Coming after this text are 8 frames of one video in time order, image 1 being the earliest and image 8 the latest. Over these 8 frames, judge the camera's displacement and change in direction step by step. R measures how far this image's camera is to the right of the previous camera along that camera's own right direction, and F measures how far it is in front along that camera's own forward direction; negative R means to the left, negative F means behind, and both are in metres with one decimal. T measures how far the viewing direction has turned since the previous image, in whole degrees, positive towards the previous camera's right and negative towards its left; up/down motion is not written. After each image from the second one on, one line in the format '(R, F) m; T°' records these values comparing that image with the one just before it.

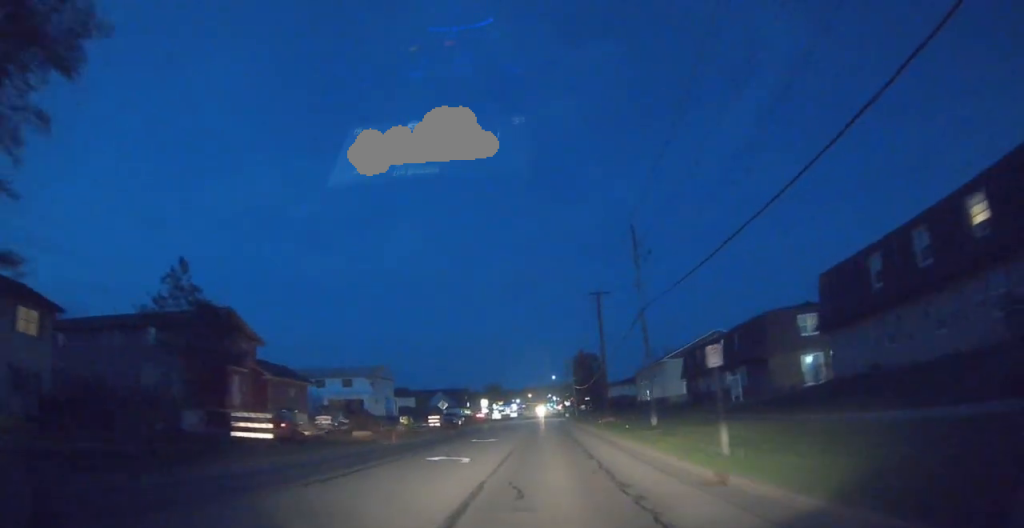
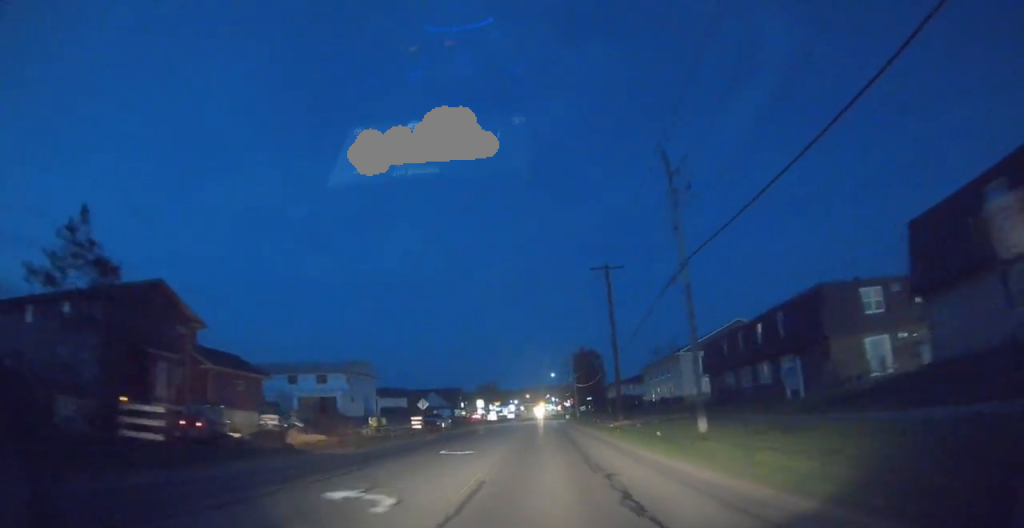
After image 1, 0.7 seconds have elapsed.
(0.0, +8.9) m; 0°
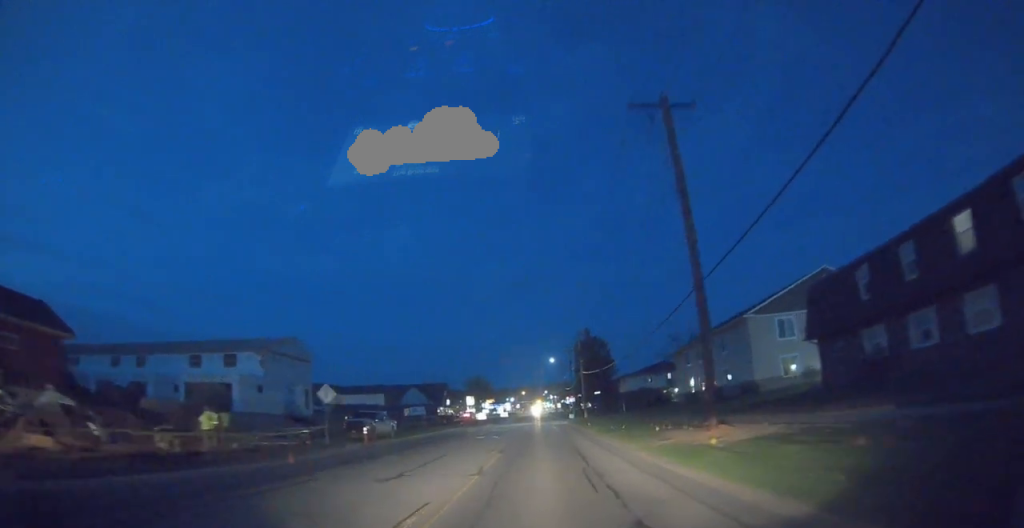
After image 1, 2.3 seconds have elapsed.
(0.0, +21.6) m; +1°
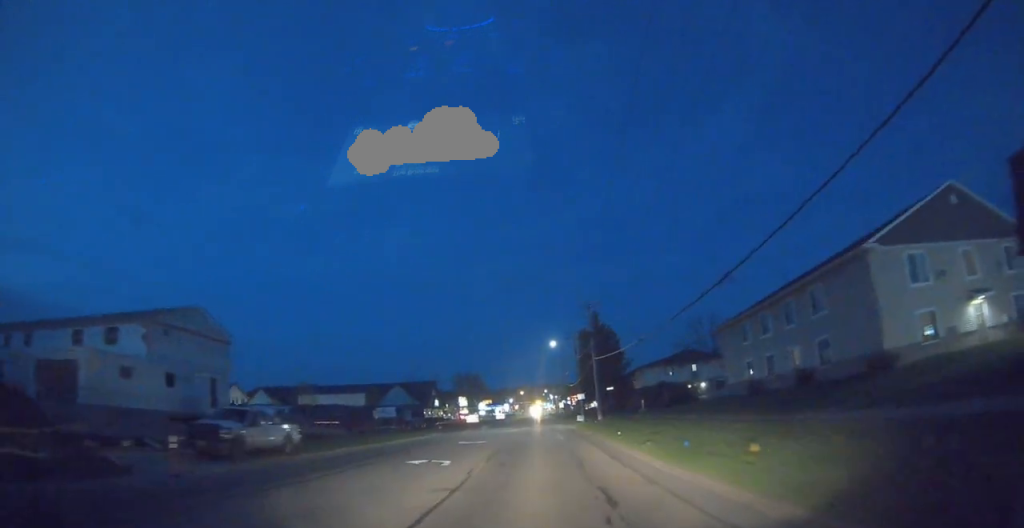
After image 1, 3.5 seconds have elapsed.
(+0.4, +16.4) m; +1°
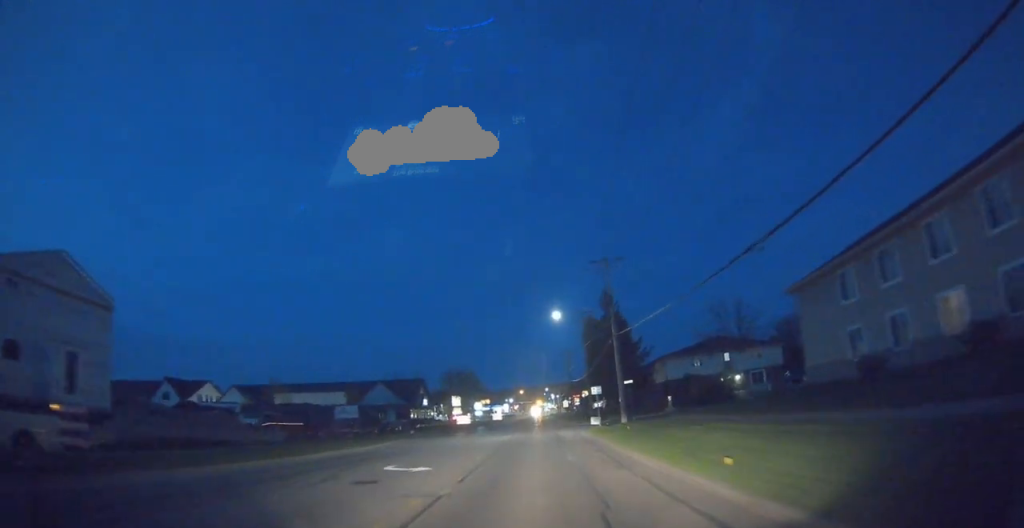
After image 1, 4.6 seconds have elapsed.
(-0.3, +14.2) m; 0°
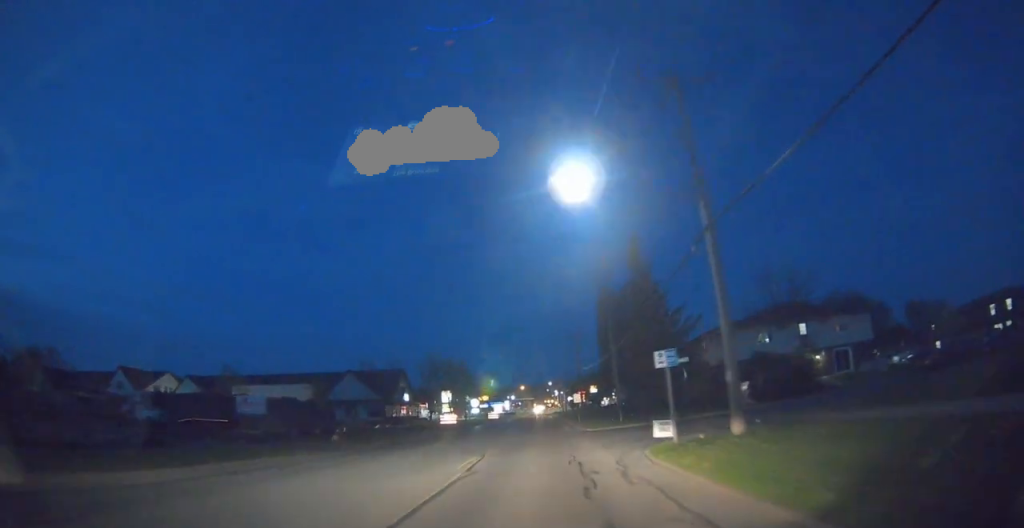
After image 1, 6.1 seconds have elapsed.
(+0.2, +19.9) m; -1°
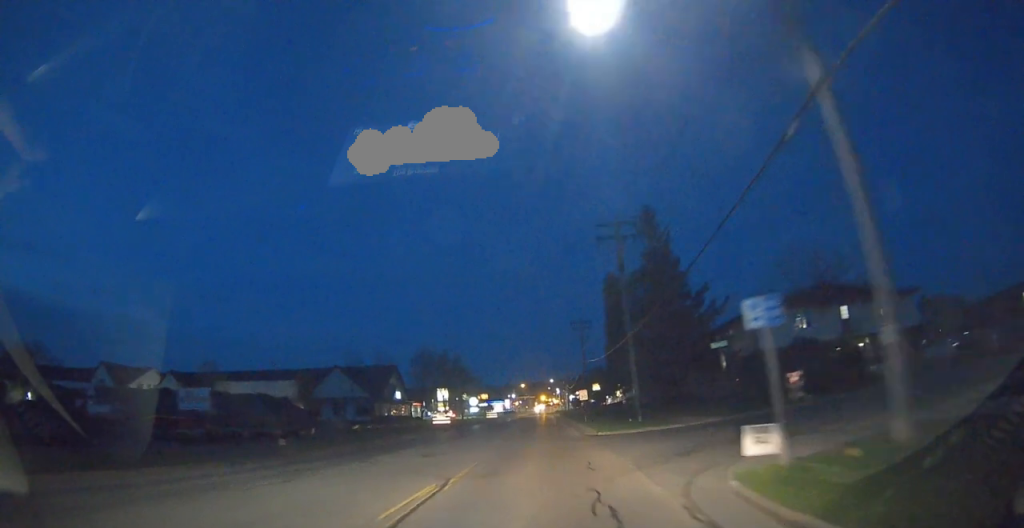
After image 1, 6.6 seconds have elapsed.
(-0.1, +7.1) m; -1°
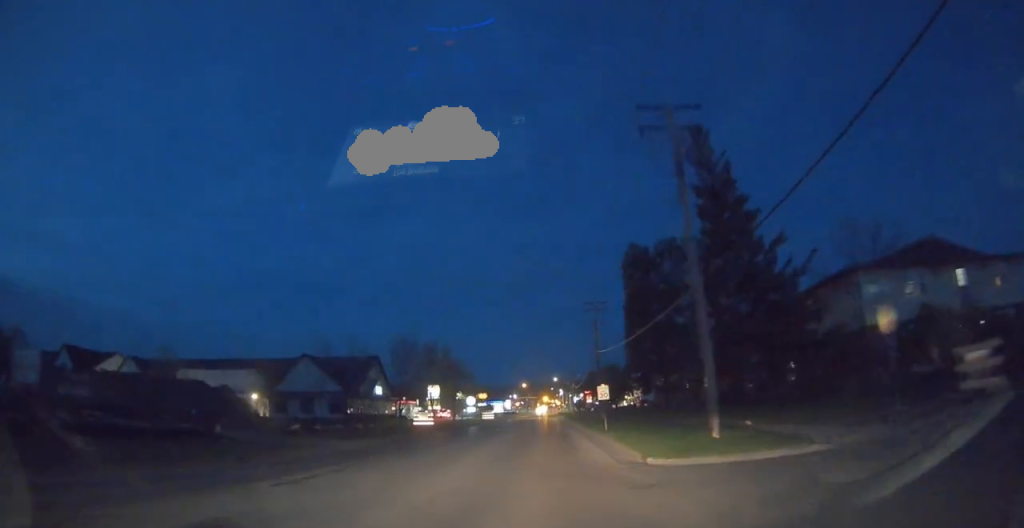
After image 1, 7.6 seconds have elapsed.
(0.0, +13.0) m; 0°
